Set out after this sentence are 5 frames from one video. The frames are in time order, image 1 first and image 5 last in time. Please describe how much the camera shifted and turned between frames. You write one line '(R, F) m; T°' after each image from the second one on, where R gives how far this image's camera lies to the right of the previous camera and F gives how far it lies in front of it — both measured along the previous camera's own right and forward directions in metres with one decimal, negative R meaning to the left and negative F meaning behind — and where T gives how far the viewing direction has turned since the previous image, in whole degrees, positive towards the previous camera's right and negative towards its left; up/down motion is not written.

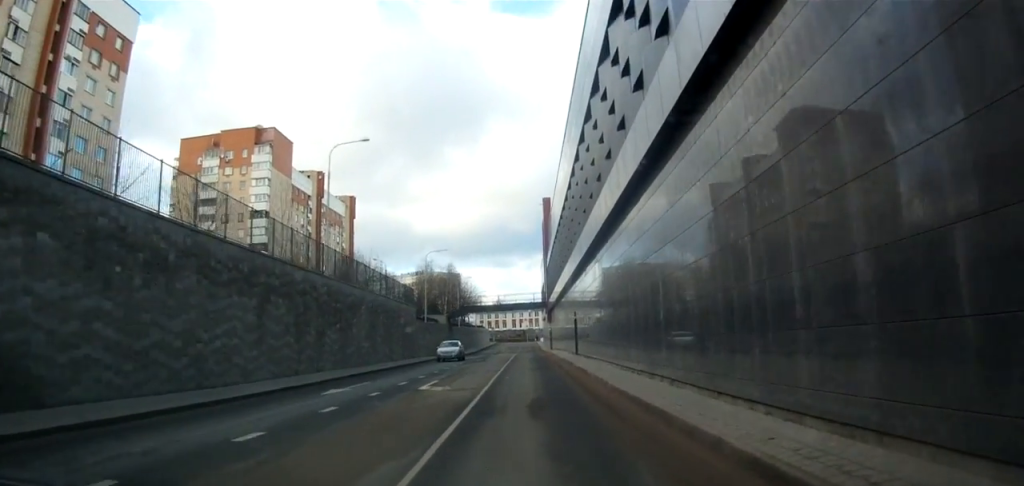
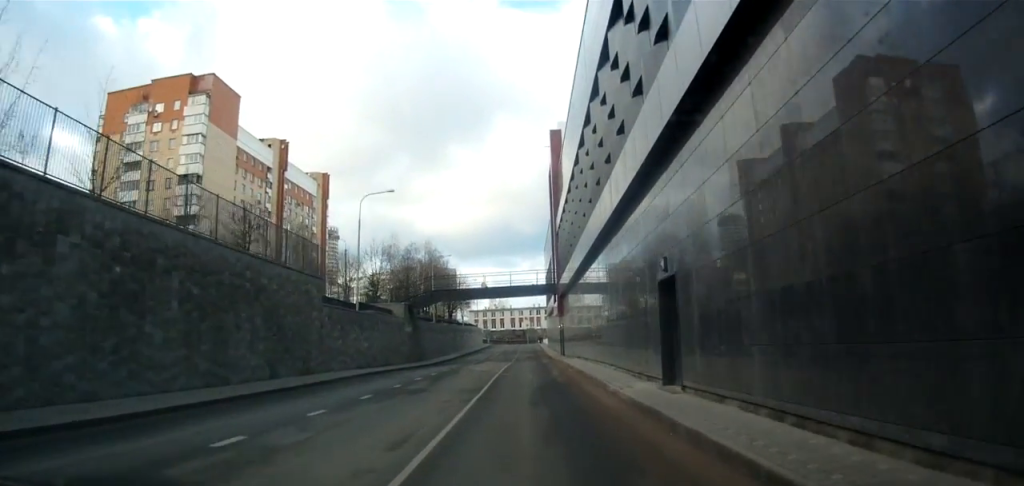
(-0.7, +24.2) m; +1°
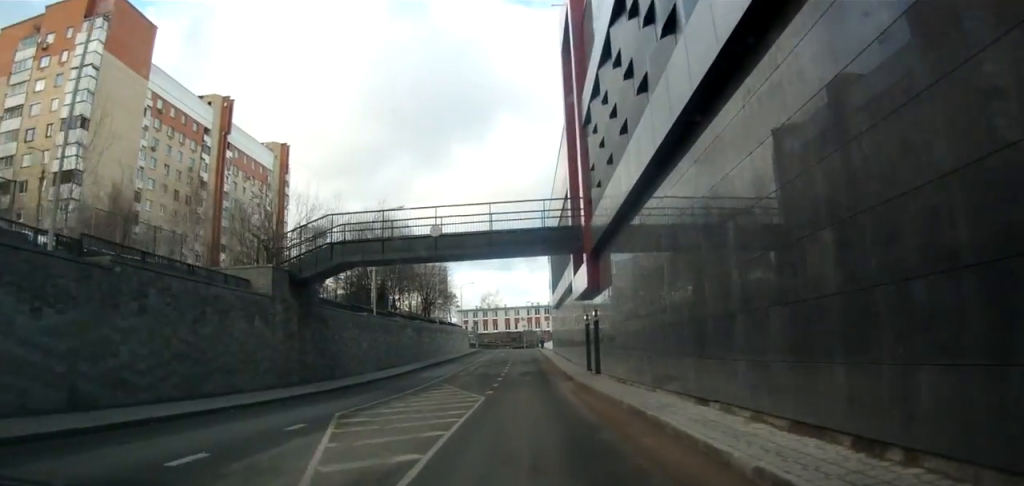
(-0.2, +26.6) m; +1°
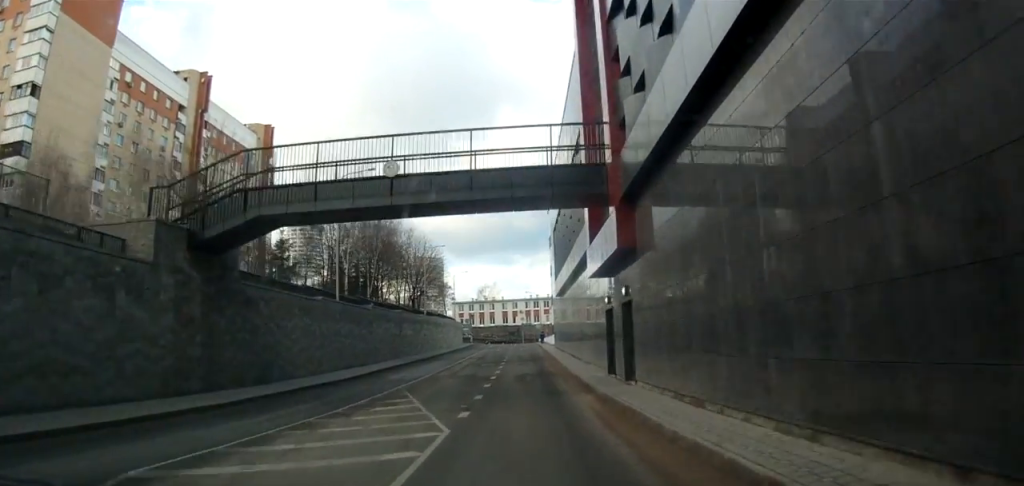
(+0.1, +8.3) m; +2°
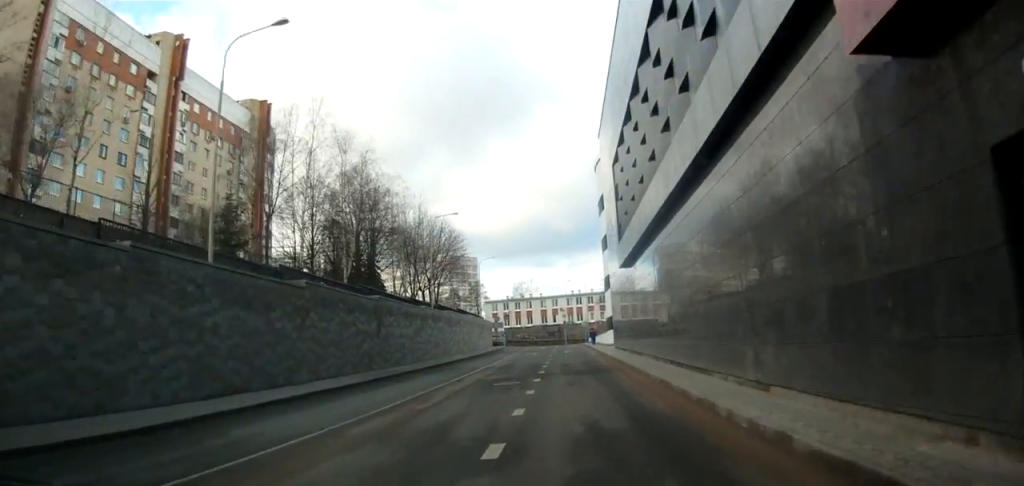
(+0.6, +18.2) m; 0°
